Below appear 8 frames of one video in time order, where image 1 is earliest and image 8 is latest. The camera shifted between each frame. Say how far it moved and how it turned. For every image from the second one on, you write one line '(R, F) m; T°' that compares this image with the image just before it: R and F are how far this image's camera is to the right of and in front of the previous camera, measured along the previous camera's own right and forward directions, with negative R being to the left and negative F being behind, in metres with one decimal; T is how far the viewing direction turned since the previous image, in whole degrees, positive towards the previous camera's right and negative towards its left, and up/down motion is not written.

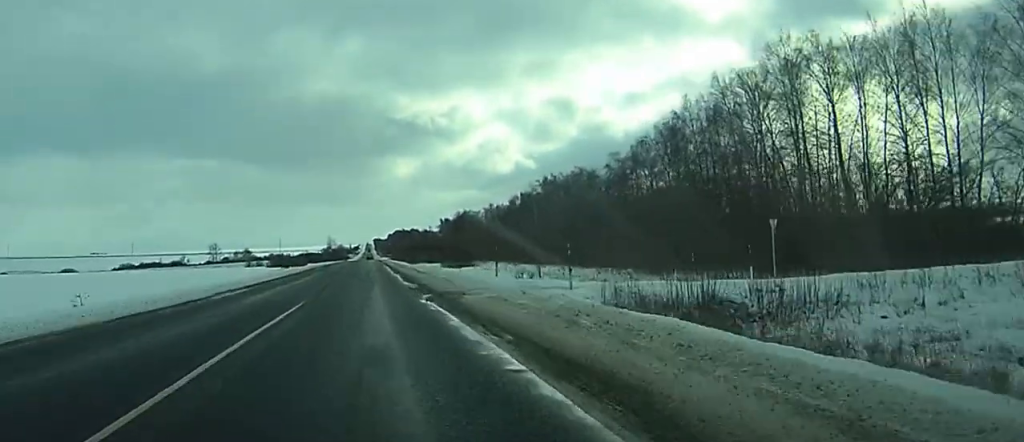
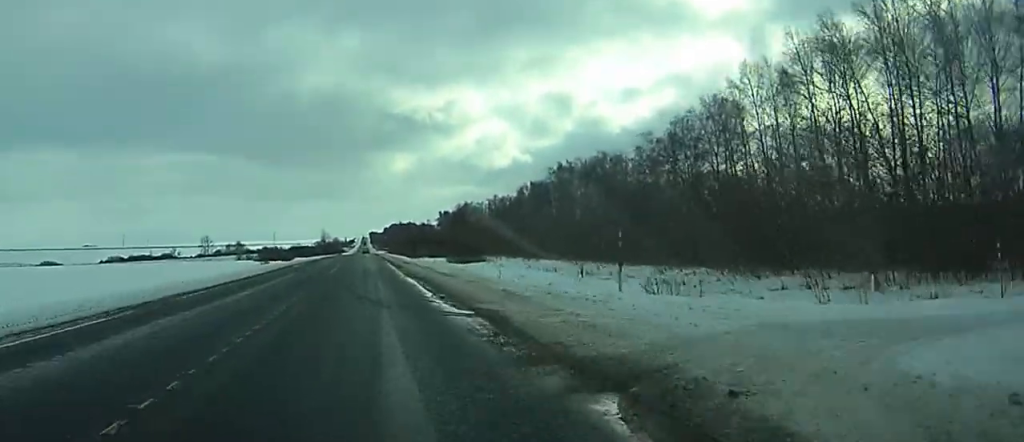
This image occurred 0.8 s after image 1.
(-0.2, +19.0) m; 0°
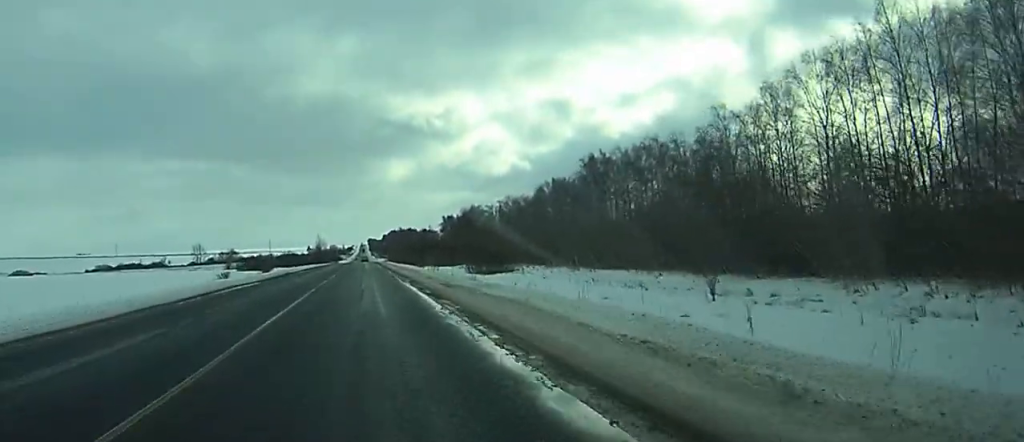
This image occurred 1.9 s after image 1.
(+0.2, +27.4) m; +2°
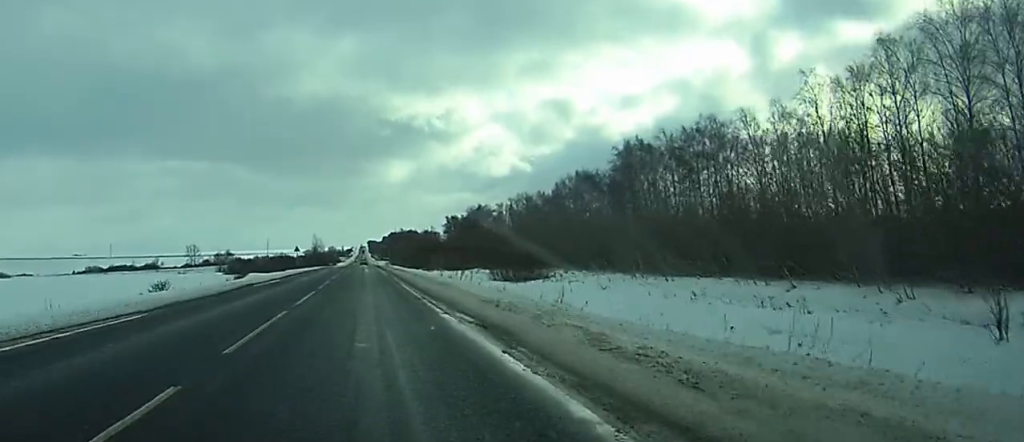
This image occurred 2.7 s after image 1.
(+0.4, +21.8) m; +1°
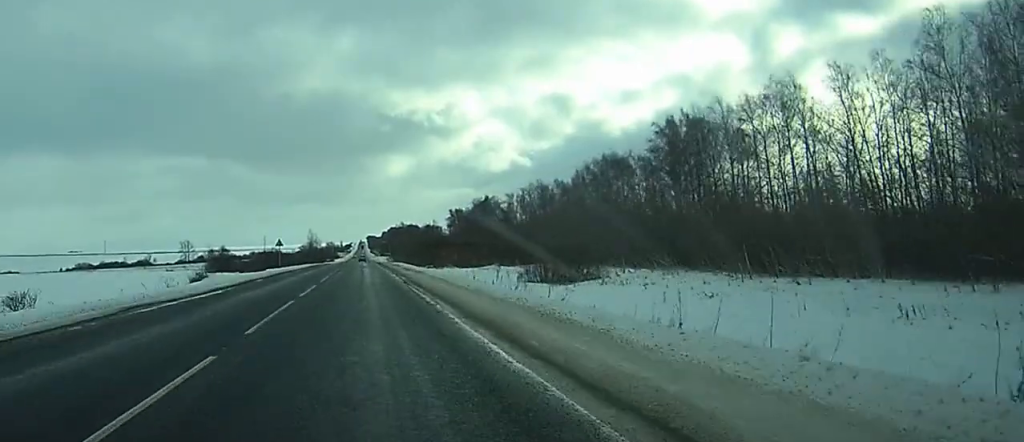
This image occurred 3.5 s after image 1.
(-0.2, +20.3) m; 0°
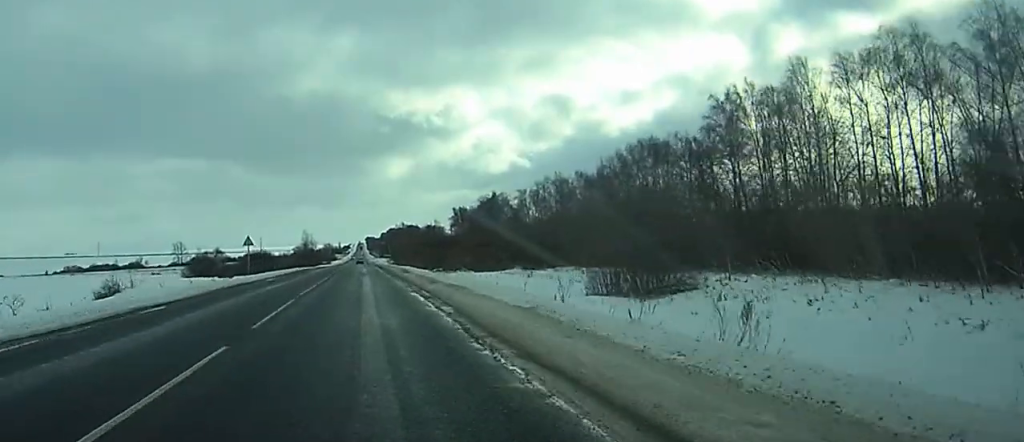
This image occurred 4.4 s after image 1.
(0.0, +21.5) m; +1°
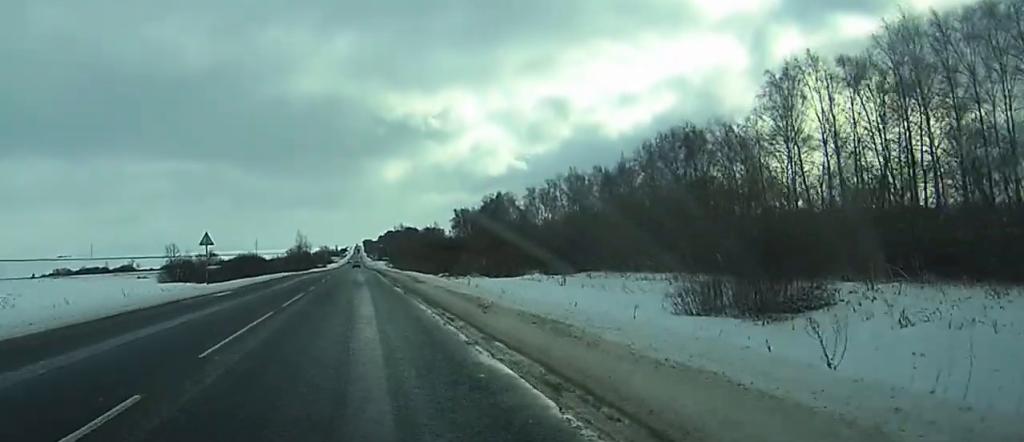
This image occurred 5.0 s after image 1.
(+0.2, +15.8) m; +1°
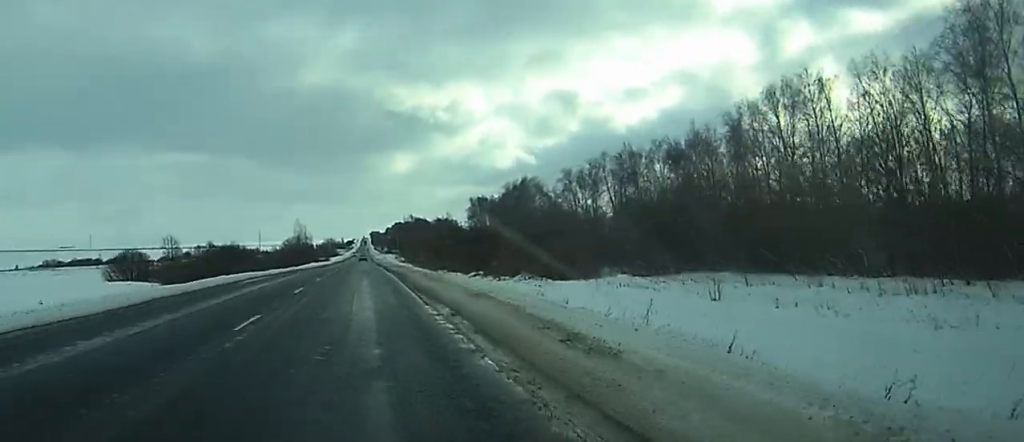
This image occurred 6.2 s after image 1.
(+0.2, +32.0) m; +3°
